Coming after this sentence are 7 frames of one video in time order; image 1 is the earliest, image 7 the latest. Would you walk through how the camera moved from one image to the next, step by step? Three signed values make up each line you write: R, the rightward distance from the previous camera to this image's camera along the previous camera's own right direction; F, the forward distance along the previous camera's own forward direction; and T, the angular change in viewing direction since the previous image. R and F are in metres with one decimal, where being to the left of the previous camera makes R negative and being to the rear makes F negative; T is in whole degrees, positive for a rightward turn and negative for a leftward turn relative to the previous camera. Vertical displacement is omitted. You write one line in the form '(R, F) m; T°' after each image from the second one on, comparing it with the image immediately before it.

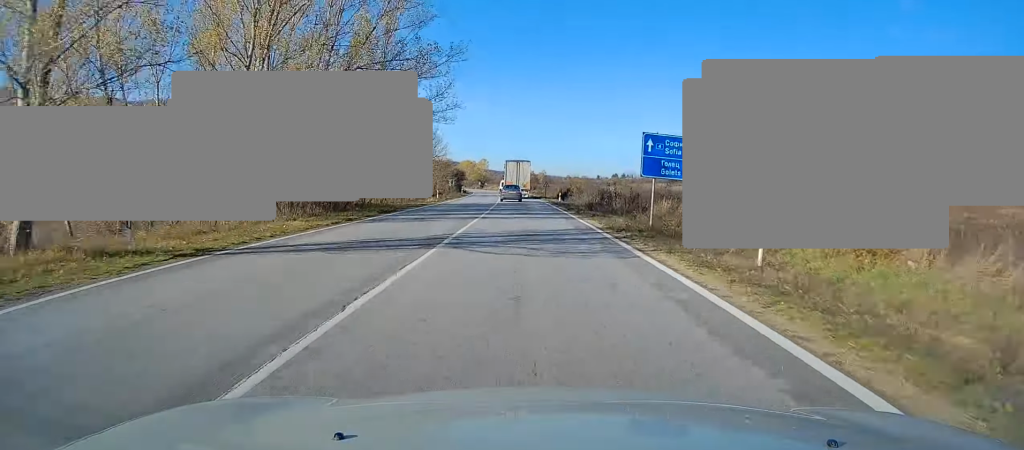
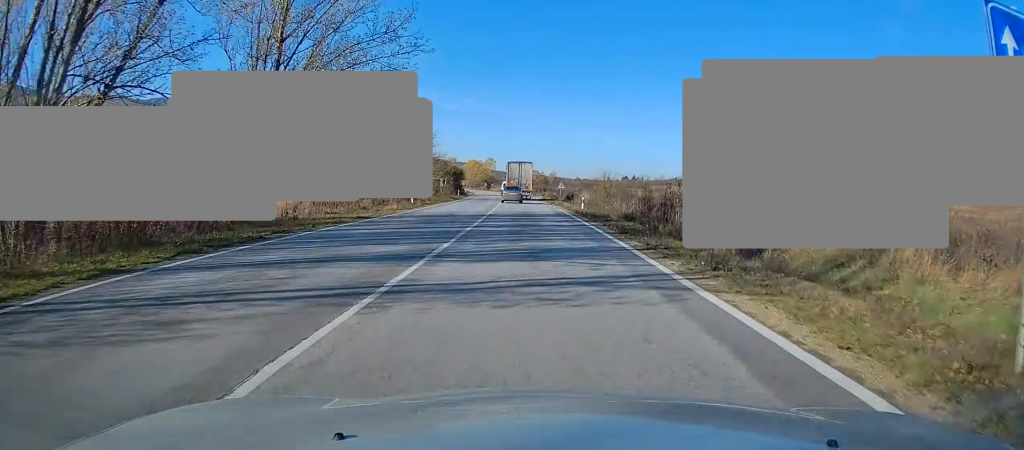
(-0.2, +17.2) m; -1°
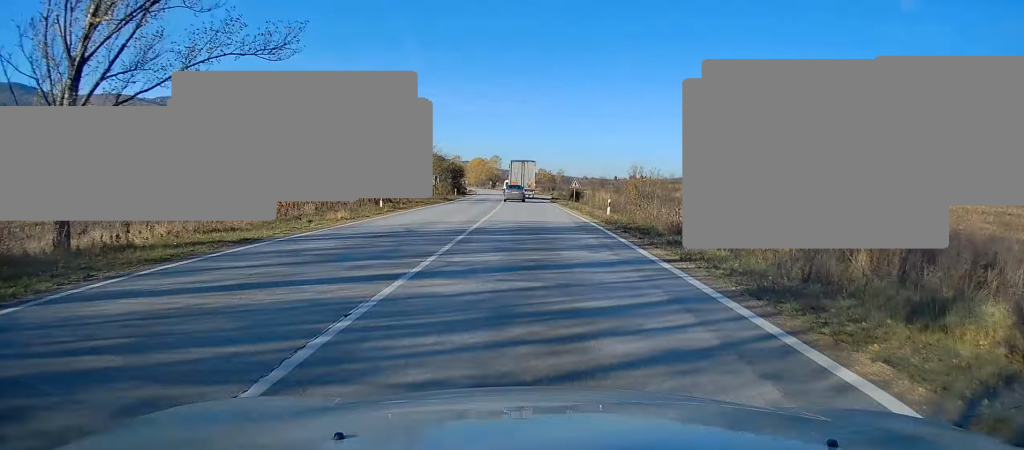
(0.0, +10.9) m; 0°
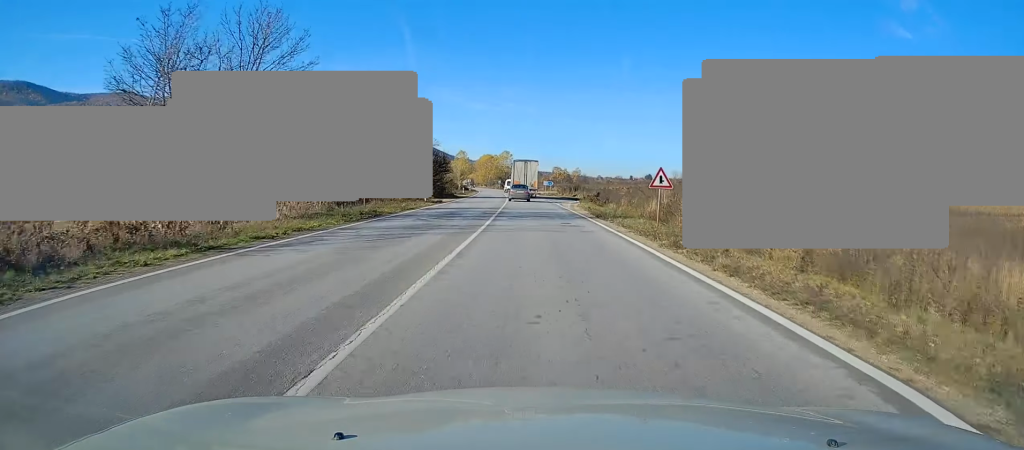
(0.0, +30.2) m; -1°
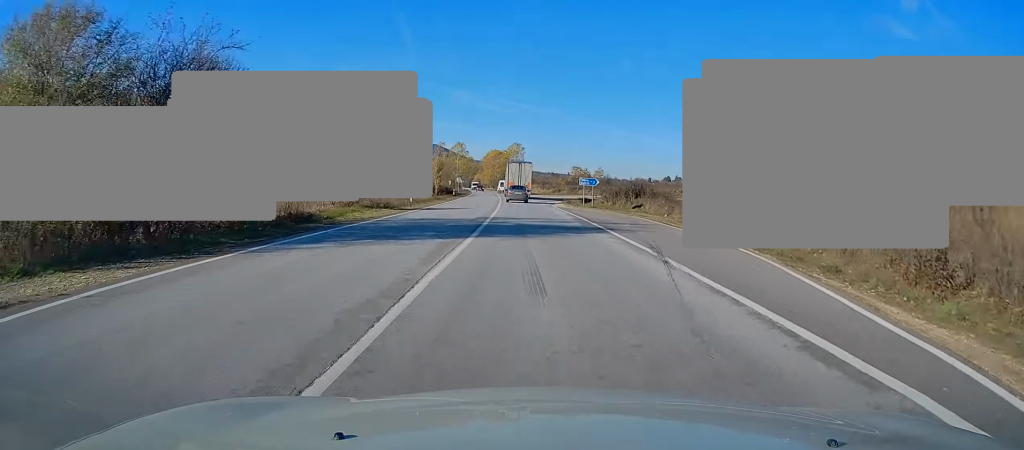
(-1.0, +48.7) m; -1°
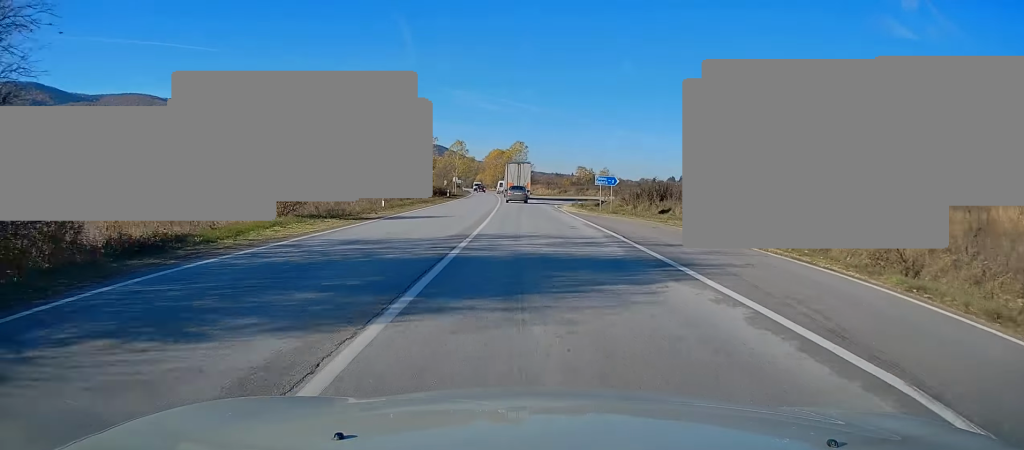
(0.0, +9.3) m; 0°
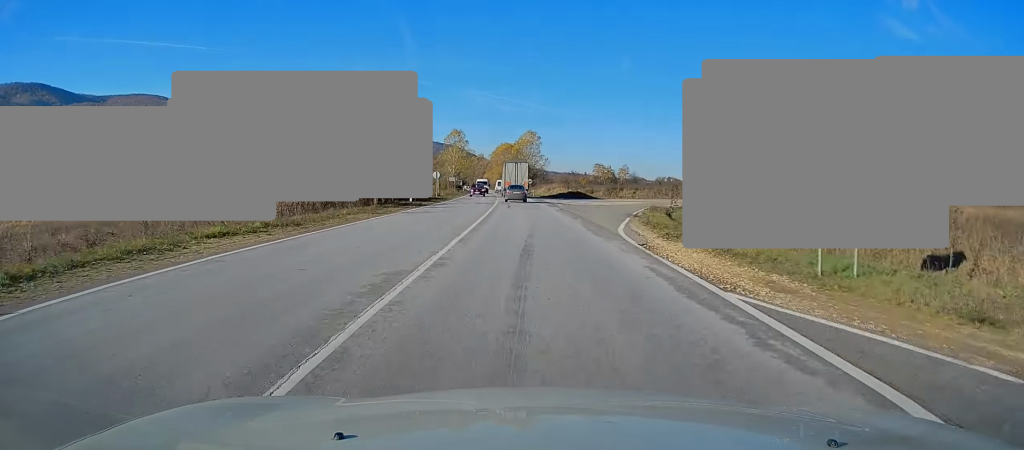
(-0.4, +29.4) m; -1°
